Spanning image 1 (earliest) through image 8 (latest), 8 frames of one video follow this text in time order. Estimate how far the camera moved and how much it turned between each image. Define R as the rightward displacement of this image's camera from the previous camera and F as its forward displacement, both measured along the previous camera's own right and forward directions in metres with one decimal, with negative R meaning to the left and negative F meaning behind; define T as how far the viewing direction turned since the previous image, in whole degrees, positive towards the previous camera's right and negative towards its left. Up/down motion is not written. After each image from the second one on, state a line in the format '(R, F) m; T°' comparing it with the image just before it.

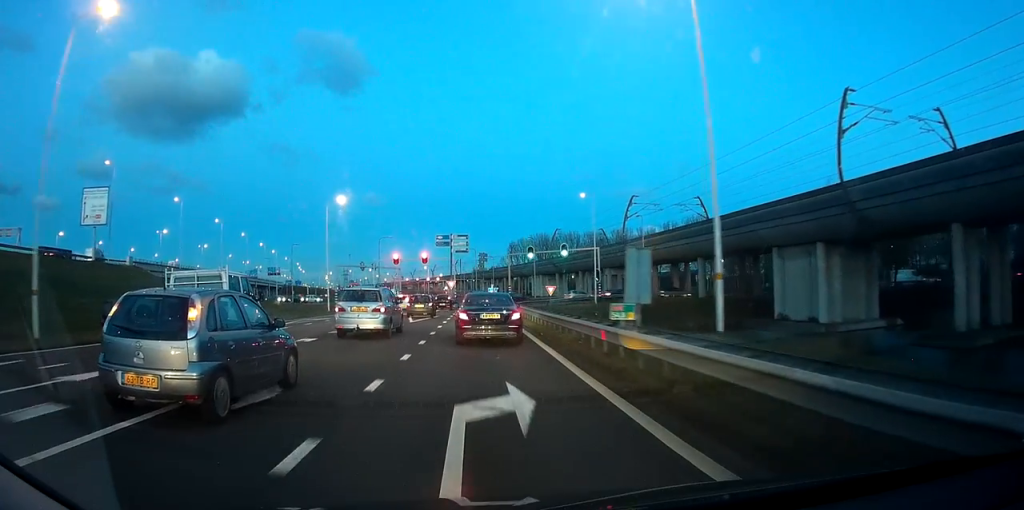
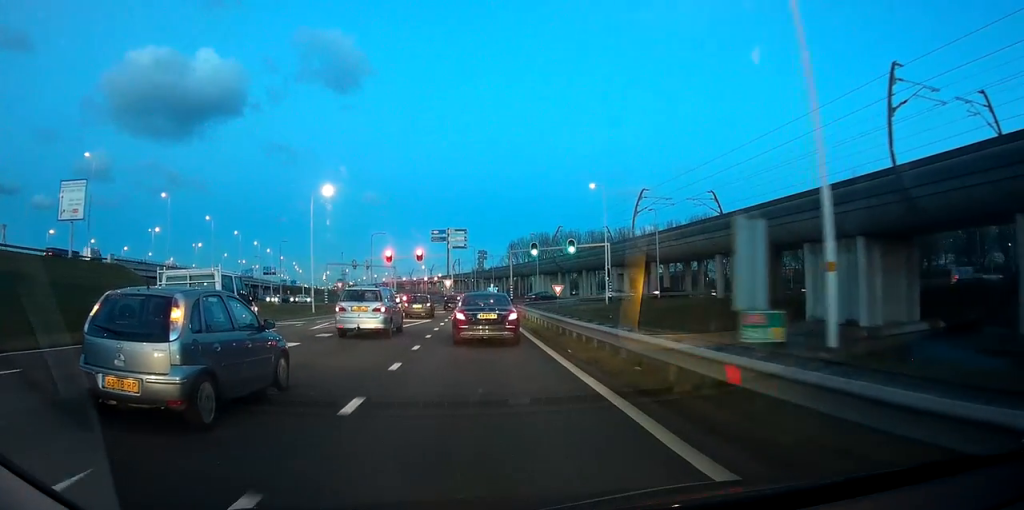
(+0.1, +5.6) m; 0°
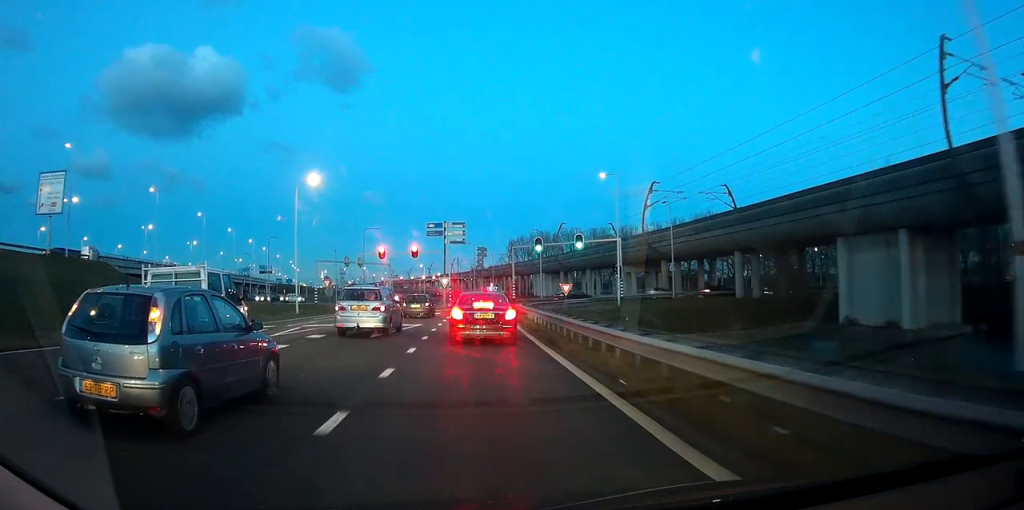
(-0.2, +5.0) m; 0°
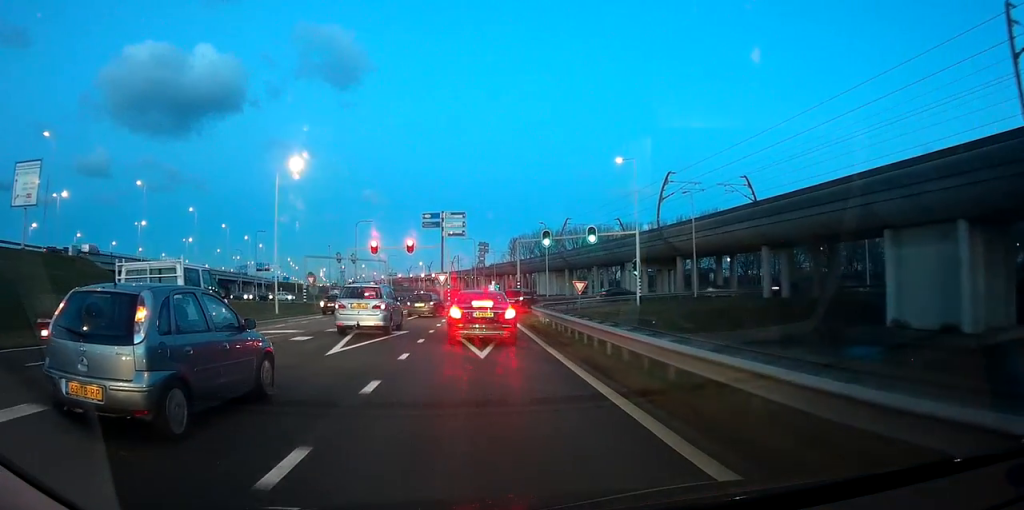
(-0.1, +5.7) m; 0°
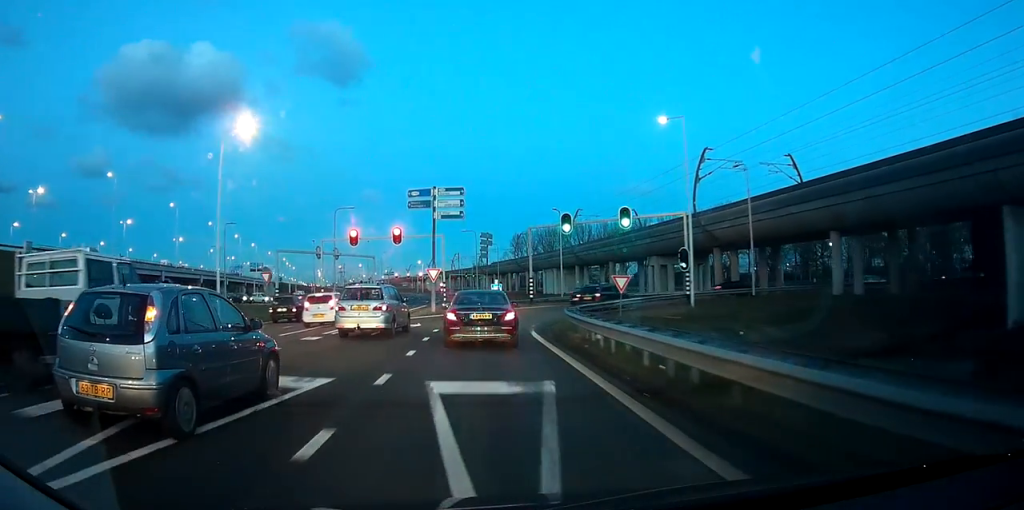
(+0.3, +11.3) m; 0°
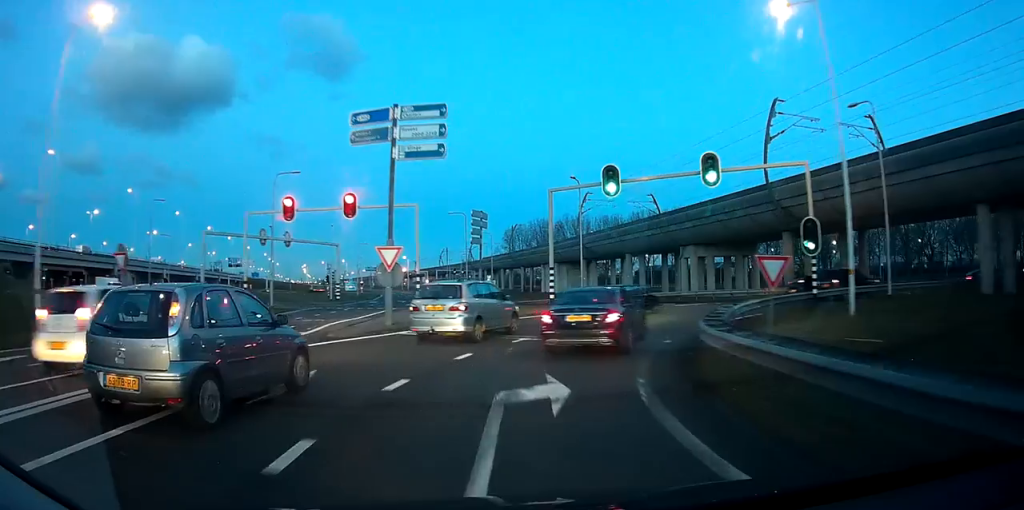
(-0.1, +16.4) m; +4°
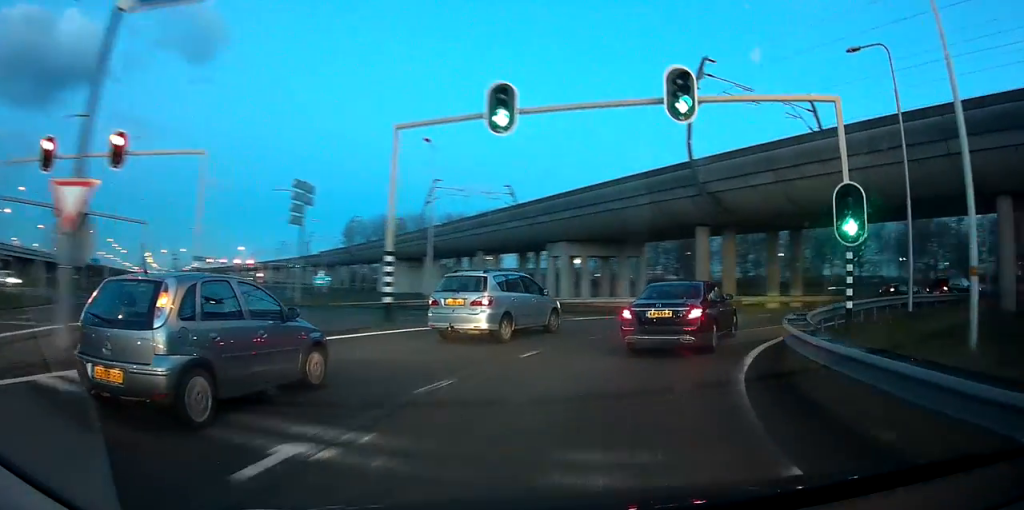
(+1.3, +11.7) m; +19°
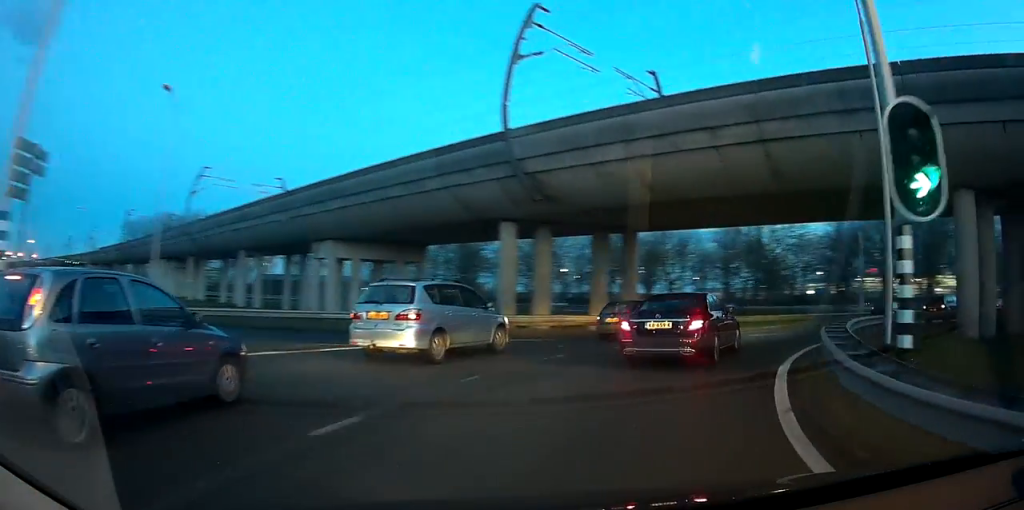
(+1.8, +8.8) m; +26°
